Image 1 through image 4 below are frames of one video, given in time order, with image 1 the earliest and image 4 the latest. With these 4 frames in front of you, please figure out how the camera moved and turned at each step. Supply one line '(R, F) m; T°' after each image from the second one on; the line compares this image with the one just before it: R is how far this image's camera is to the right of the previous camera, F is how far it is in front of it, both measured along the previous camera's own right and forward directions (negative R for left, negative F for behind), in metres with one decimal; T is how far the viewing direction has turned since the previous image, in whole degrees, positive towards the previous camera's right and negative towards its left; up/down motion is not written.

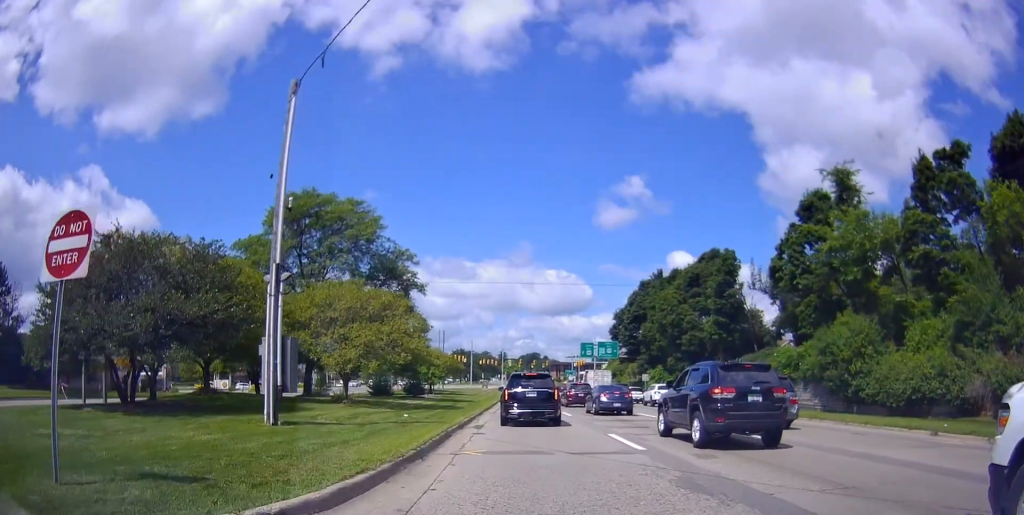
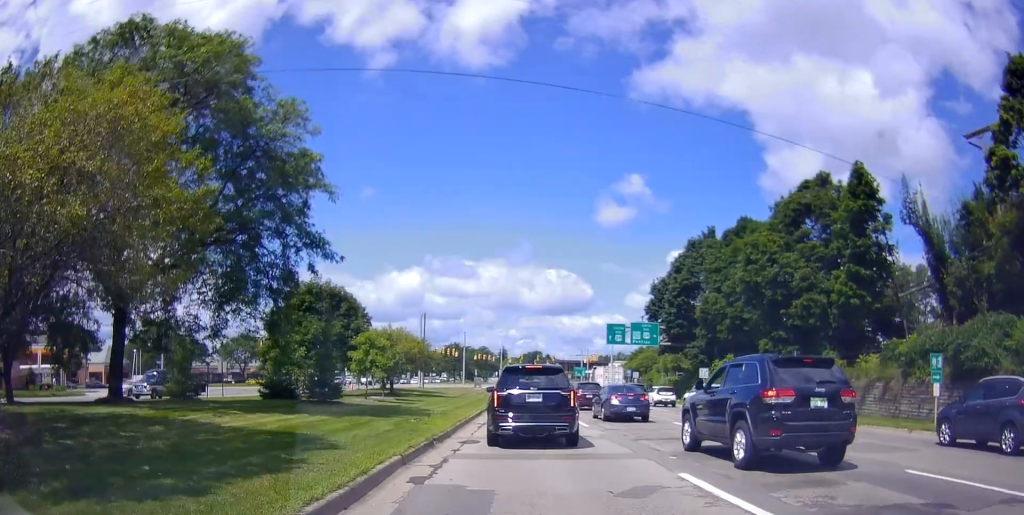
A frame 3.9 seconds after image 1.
(-1.1, +30.4) m; -1°
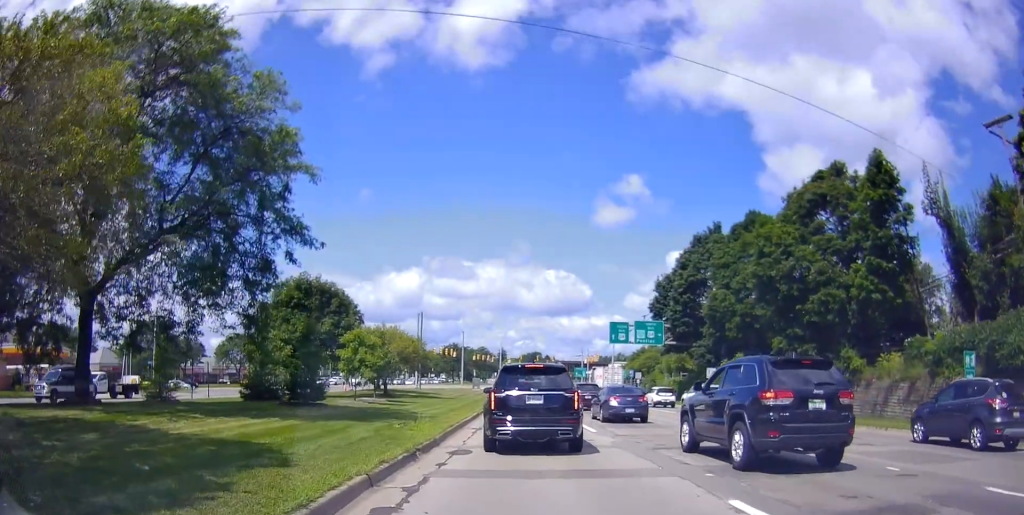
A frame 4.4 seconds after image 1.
(+0.3, +3.2) m; +3°
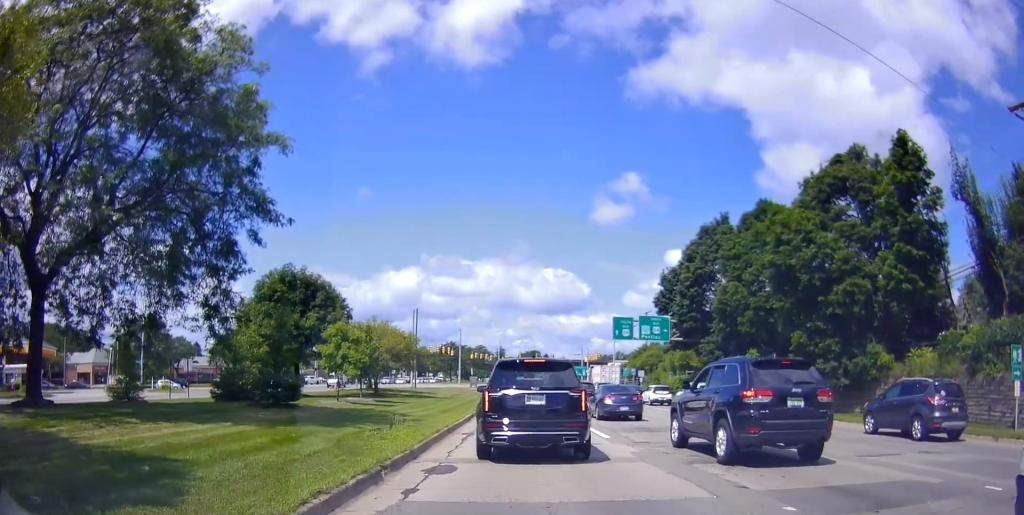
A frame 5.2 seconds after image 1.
(+0.2, +4.7) m; +2°
